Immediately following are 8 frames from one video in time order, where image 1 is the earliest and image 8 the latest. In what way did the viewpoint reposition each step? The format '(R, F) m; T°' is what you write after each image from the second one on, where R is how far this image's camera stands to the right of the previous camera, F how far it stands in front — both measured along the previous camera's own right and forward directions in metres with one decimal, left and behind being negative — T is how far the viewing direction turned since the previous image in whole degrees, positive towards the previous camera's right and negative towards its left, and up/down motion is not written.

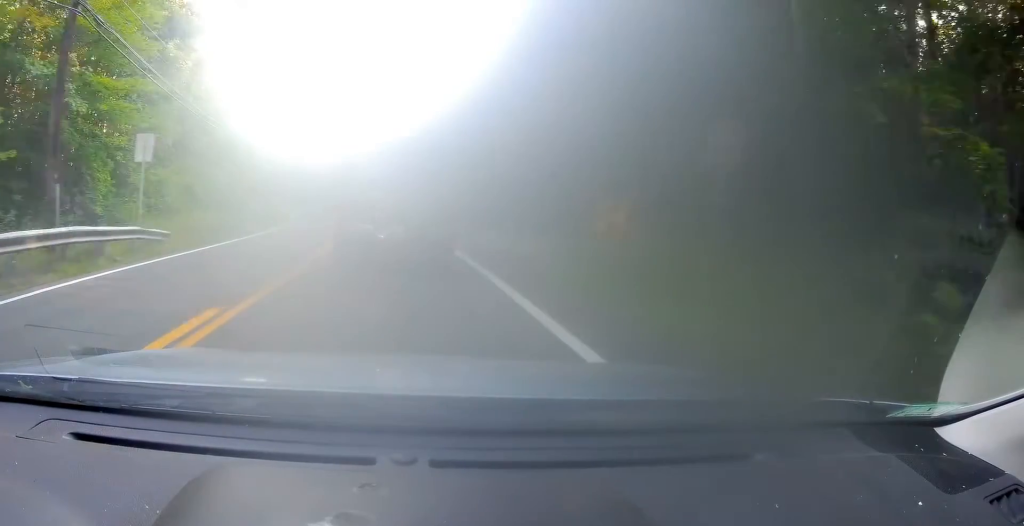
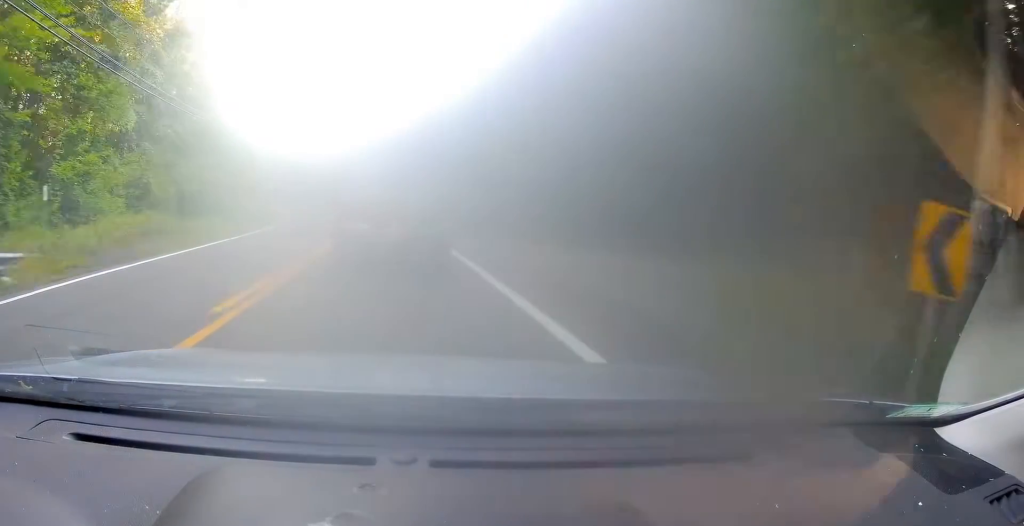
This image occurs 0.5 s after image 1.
(+0.3, +7.6) m; 0°
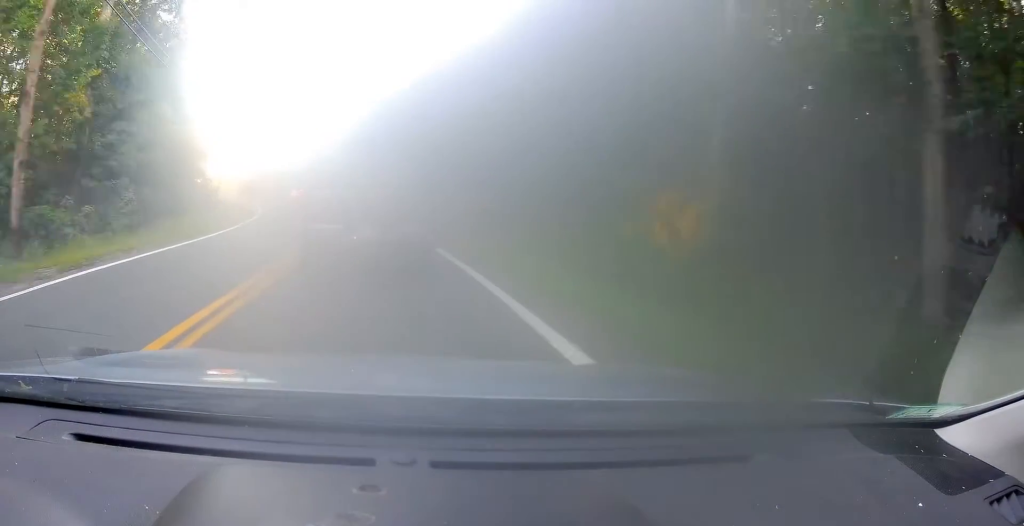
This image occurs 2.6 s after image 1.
(-1.3, +36.6) m; -6°
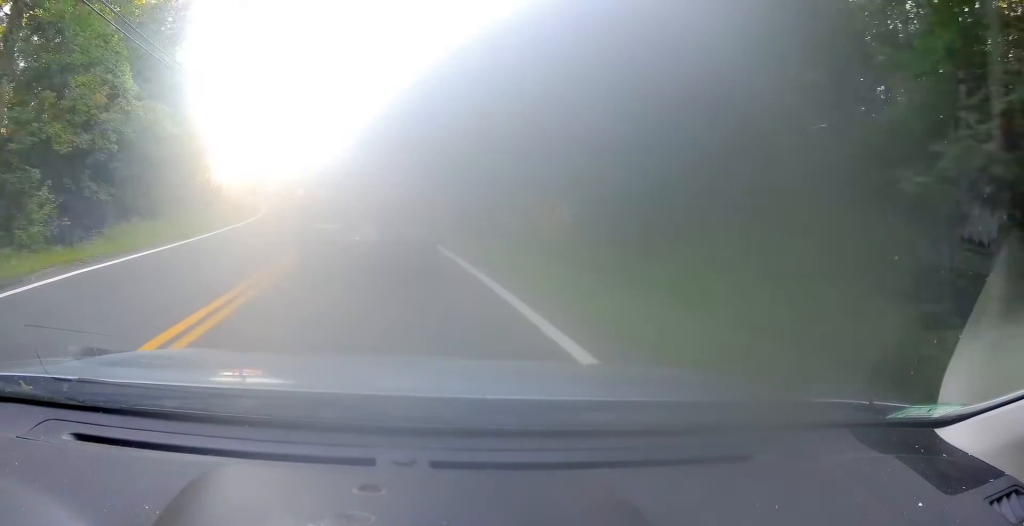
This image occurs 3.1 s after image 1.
(-0.2, +8.8) m; -2°
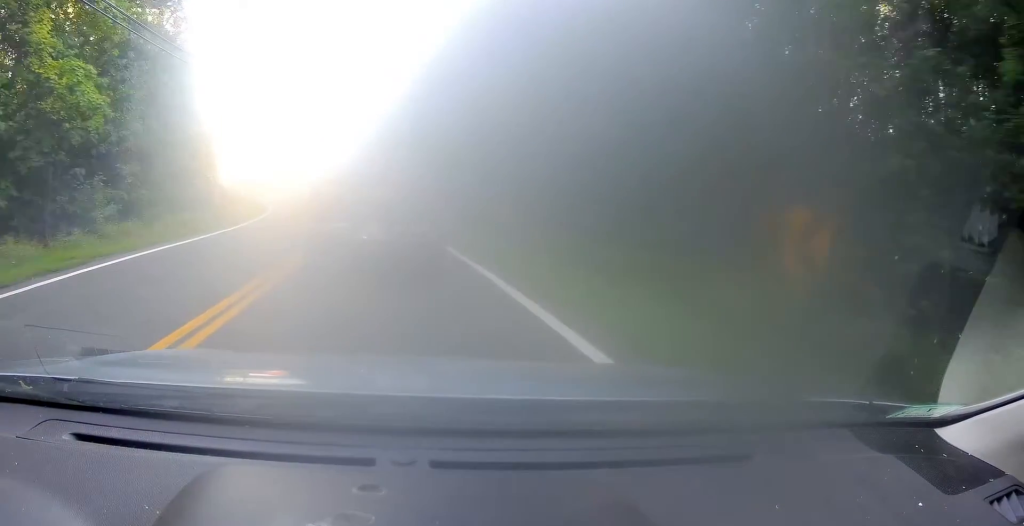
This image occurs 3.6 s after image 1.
(-0.5, +9.4) m; -2°
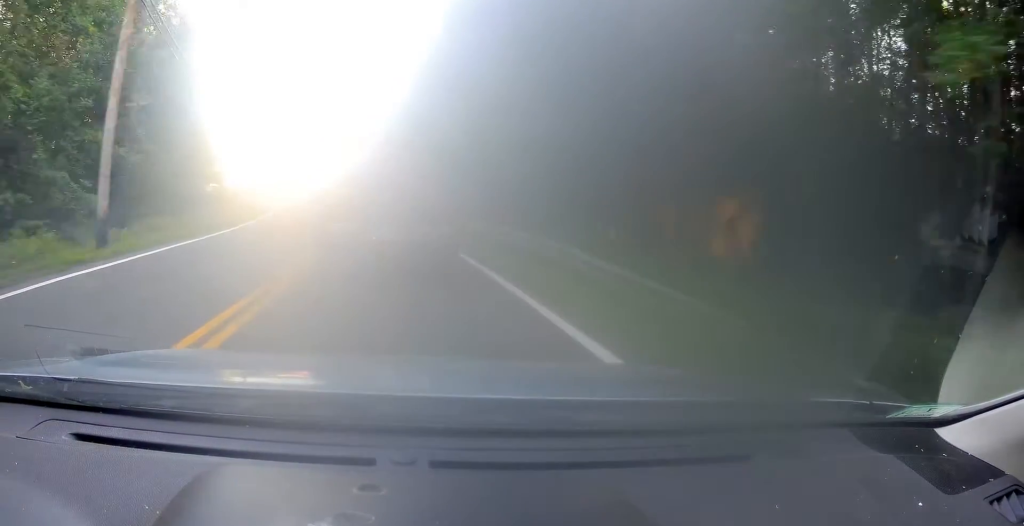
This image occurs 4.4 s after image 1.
(-0.2, +12.7) m; -4°
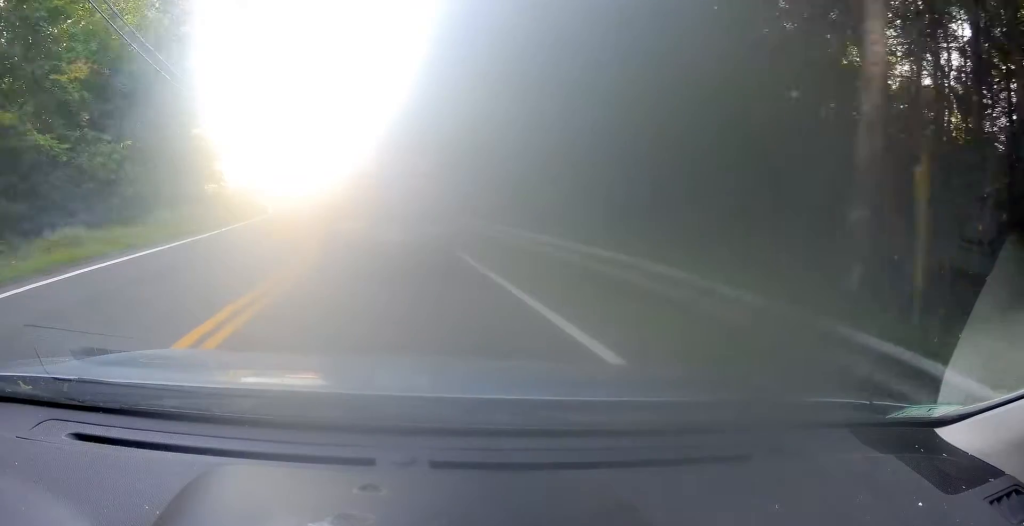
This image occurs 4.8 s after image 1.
(+0.4, +8.0) m; -3°
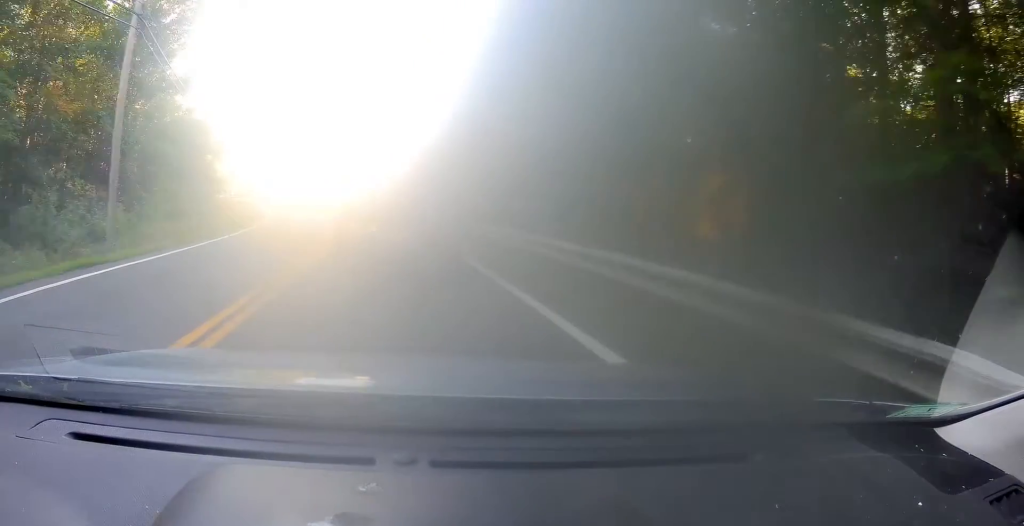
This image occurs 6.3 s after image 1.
(-2.7, +25.2) m; -9°
